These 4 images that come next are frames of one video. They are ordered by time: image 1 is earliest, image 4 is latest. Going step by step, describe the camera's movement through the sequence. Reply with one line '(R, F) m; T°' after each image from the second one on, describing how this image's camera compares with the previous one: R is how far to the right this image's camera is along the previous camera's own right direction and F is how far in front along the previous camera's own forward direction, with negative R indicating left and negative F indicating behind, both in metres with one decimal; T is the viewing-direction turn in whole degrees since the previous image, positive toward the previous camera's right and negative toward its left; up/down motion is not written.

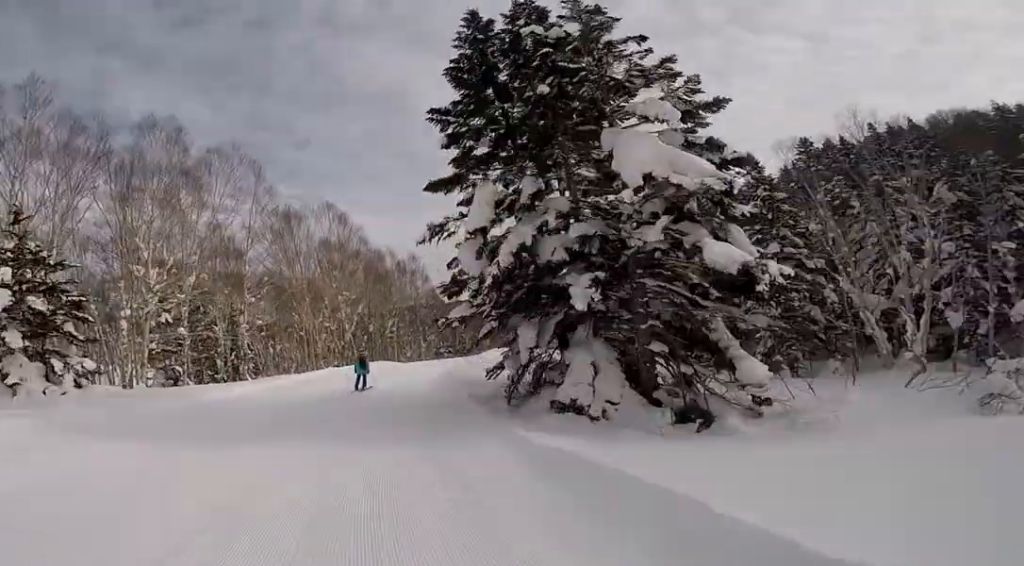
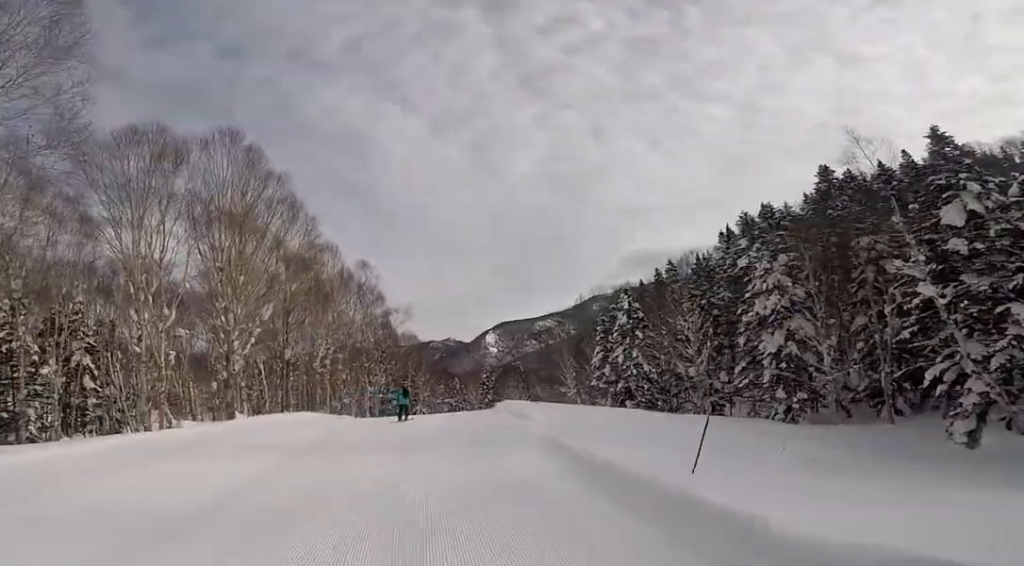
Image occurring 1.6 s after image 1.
(+0.2, +17.0) m; +9°
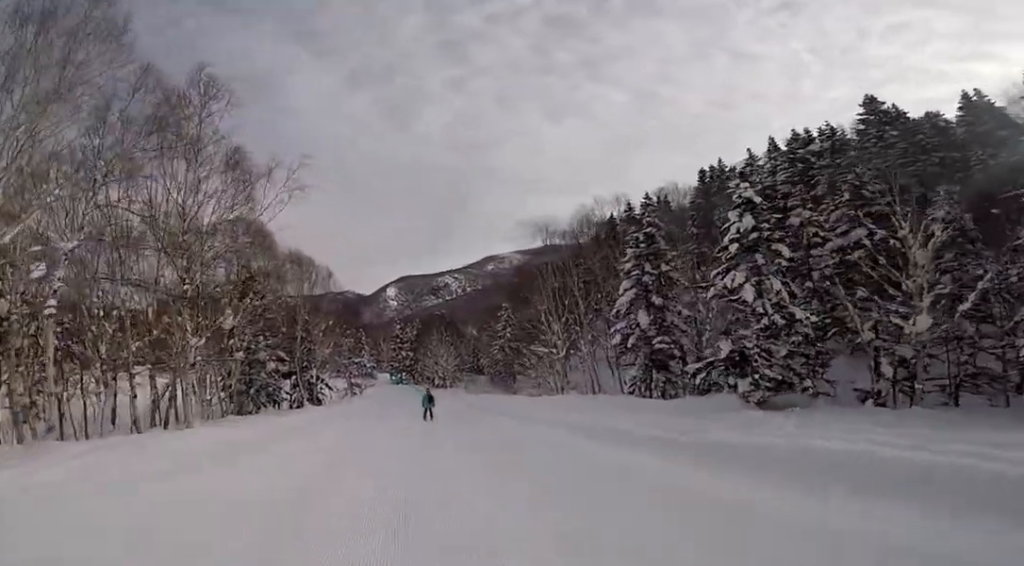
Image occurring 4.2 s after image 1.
(+4.6, +25.1) m; +13°
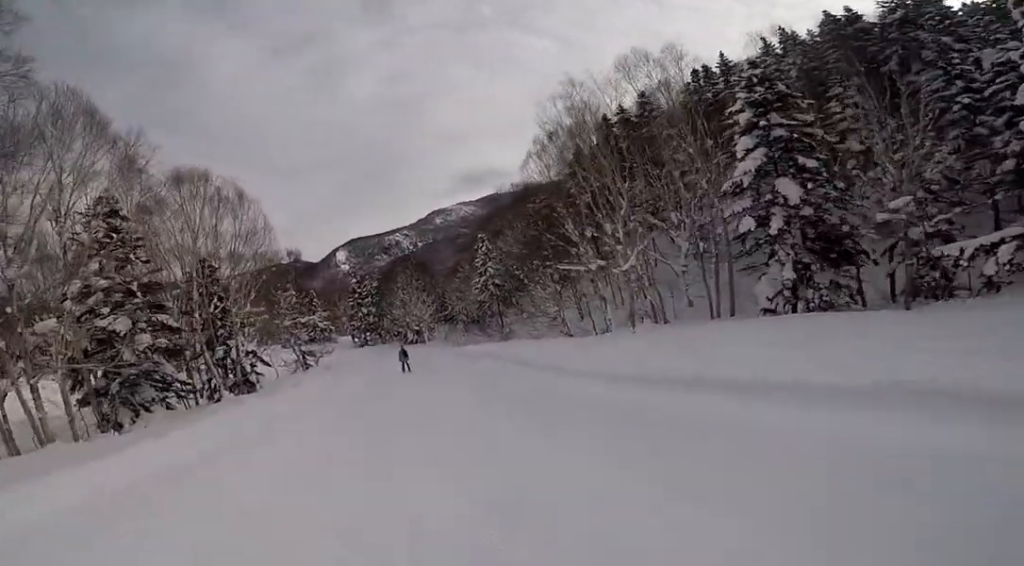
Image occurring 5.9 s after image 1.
(-0.7, +16.6) m; -2°
